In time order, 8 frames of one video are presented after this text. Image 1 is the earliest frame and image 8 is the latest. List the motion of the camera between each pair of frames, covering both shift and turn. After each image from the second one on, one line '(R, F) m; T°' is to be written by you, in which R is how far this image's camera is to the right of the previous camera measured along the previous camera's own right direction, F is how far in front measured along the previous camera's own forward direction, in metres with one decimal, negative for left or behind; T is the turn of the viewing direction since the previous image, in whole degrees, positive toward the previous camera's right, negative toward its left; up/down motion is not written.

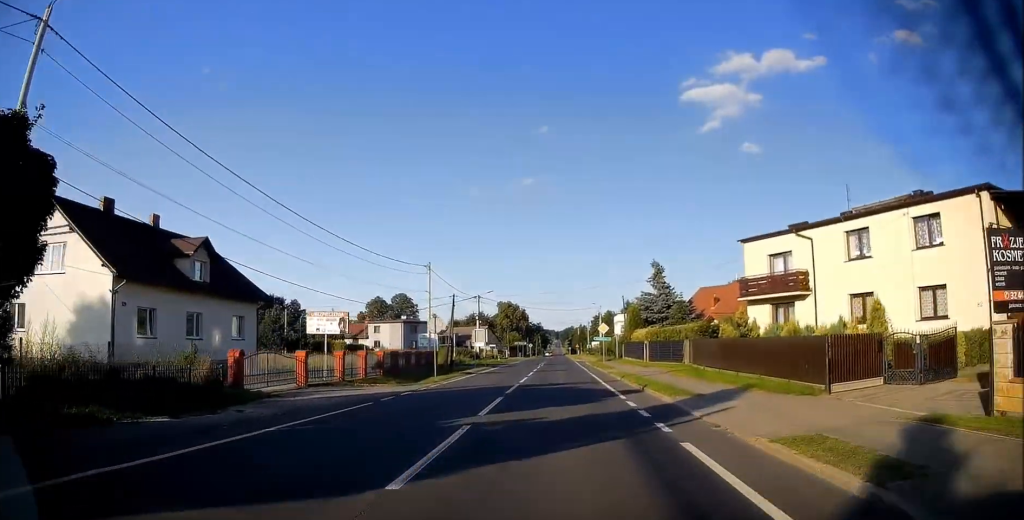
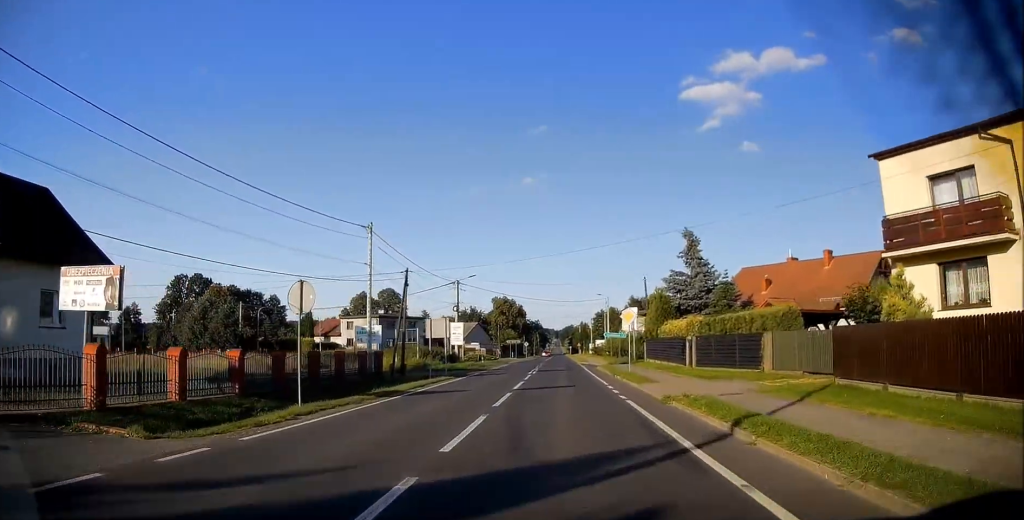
(-0.1, +14.2) m; 0°
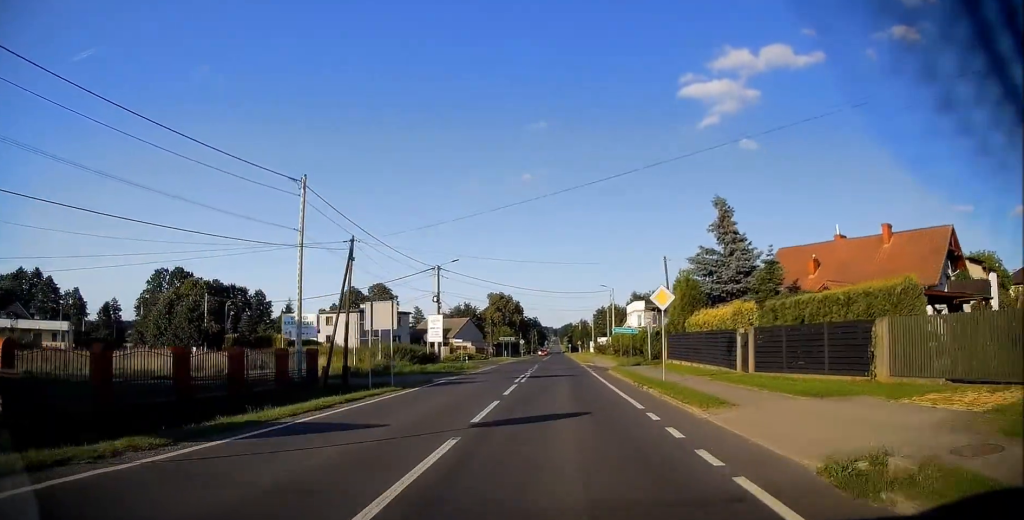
(0.0, +7.5) m; 0°
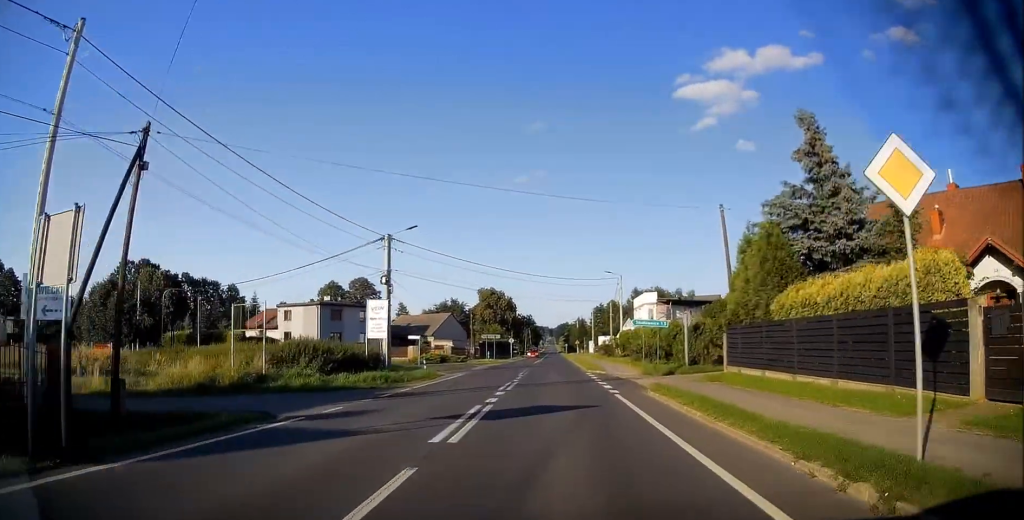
(0.0, +10.4) m; +1°
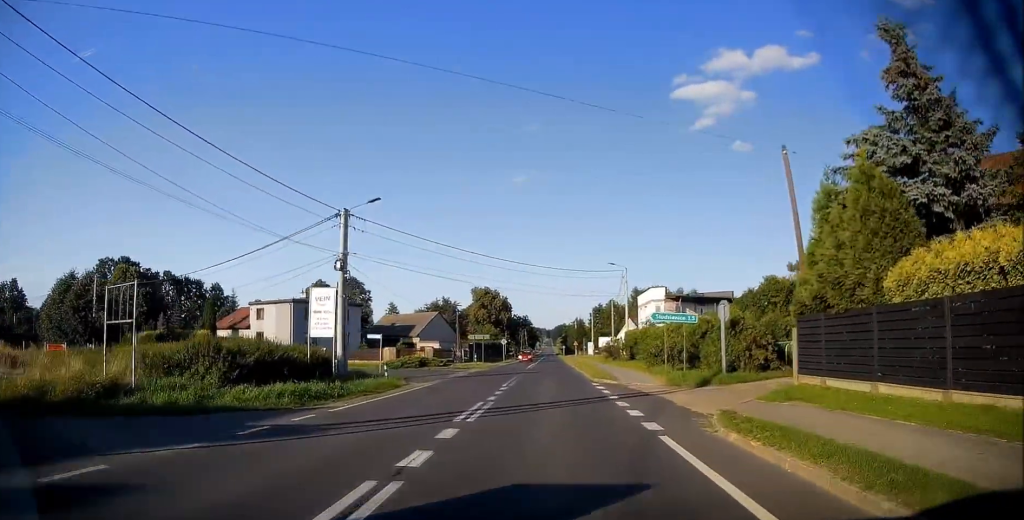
(0.0, +5.5) m; +1°
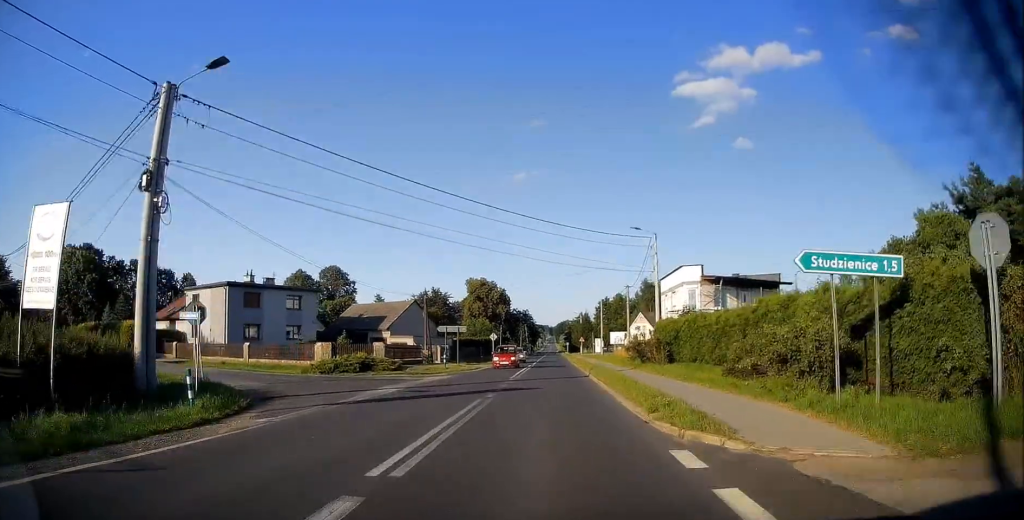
(0.0, +13.6) m; -1°
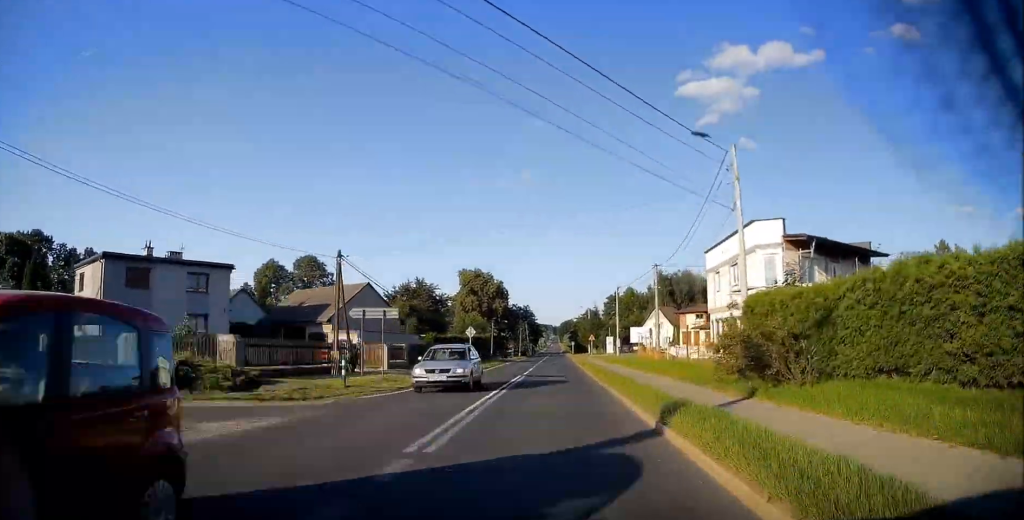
(0.0, +17.5) m; +1°
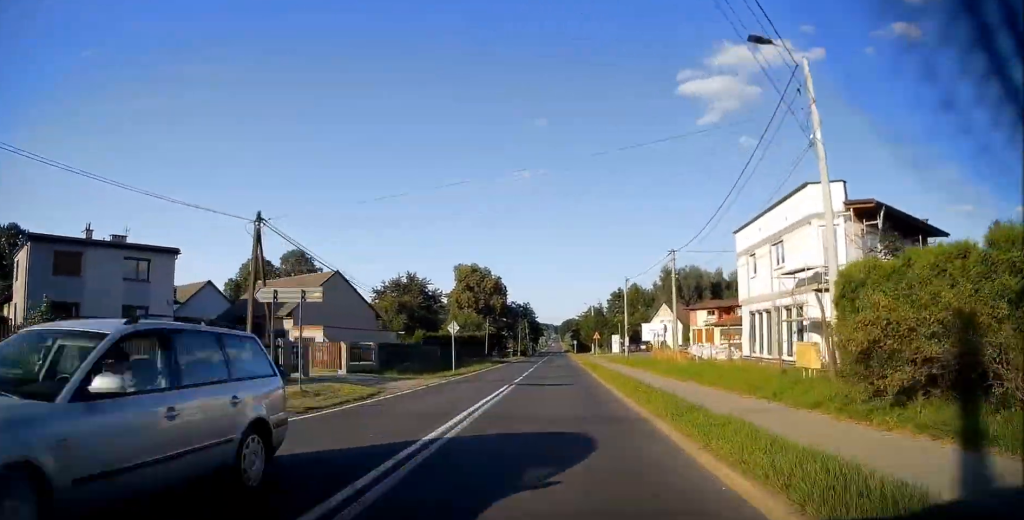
(+0.1, +7.5) m; 0°
